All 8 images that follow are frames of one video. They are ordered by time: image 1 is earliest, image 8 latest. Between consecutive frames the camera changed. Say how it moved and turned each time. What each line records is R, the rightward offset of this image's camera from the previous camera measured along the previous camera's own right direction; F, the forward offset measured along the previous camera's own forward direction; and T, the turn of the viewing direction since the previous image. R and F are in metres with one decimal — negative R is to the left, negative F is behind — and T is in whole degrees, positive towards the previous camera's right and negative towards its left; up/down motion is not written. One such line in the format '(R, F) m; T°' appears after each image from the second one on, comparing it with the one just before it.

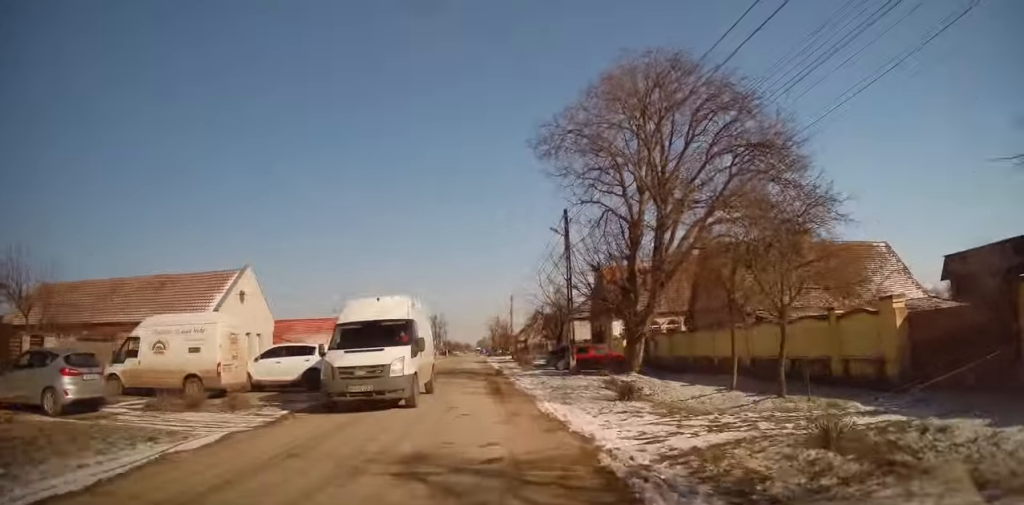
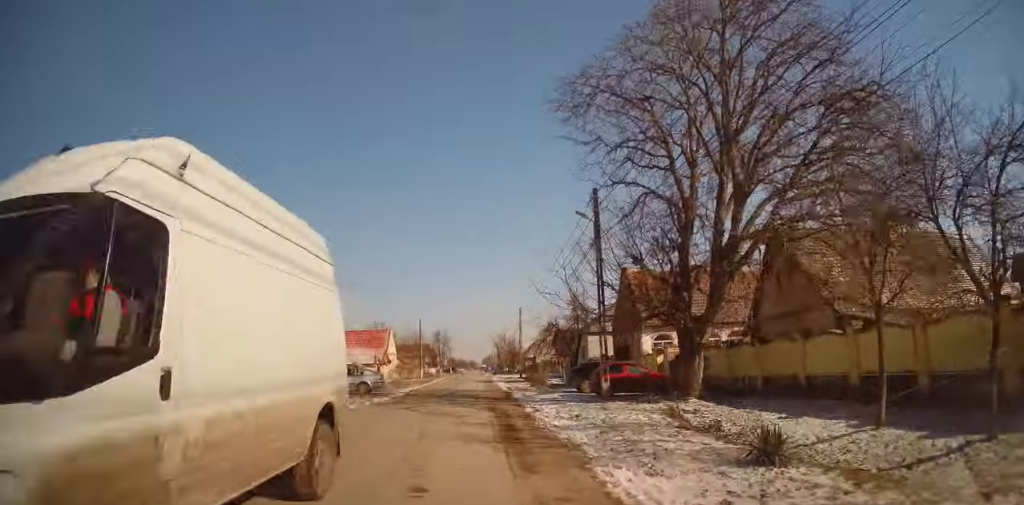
(0.0, +6.4) m; 0°
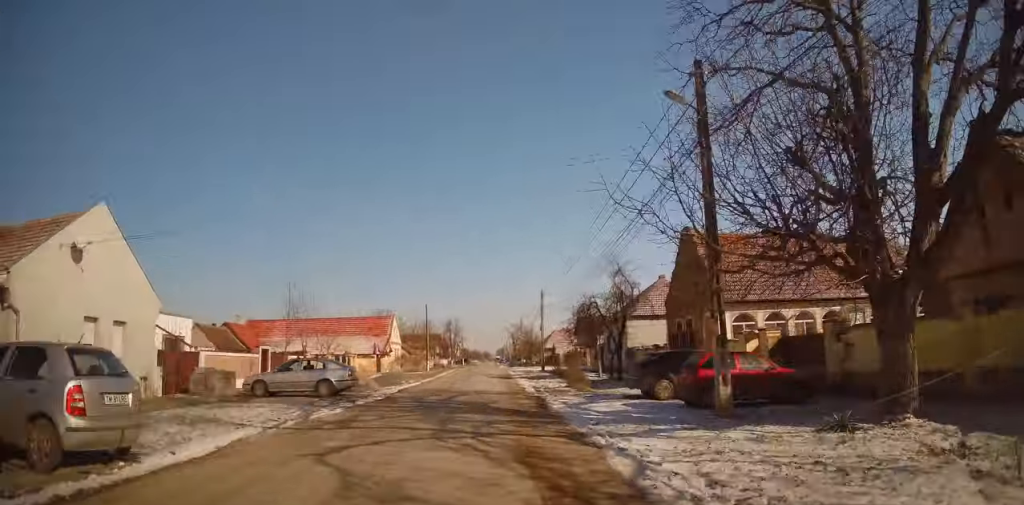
(0.0, +9.5) m; -1°
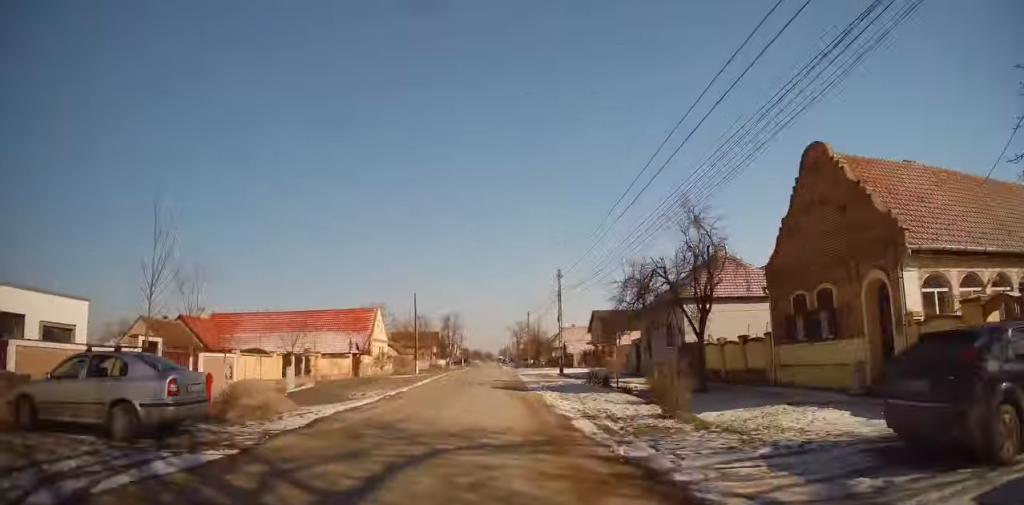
(-0.3, +11.7) m; 0°
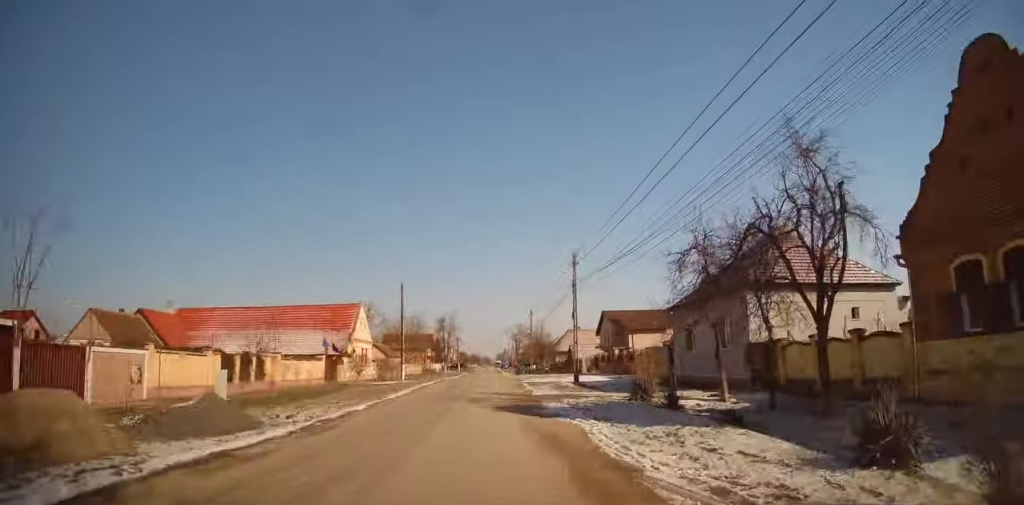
(+0.2, +7.5) m; +1°
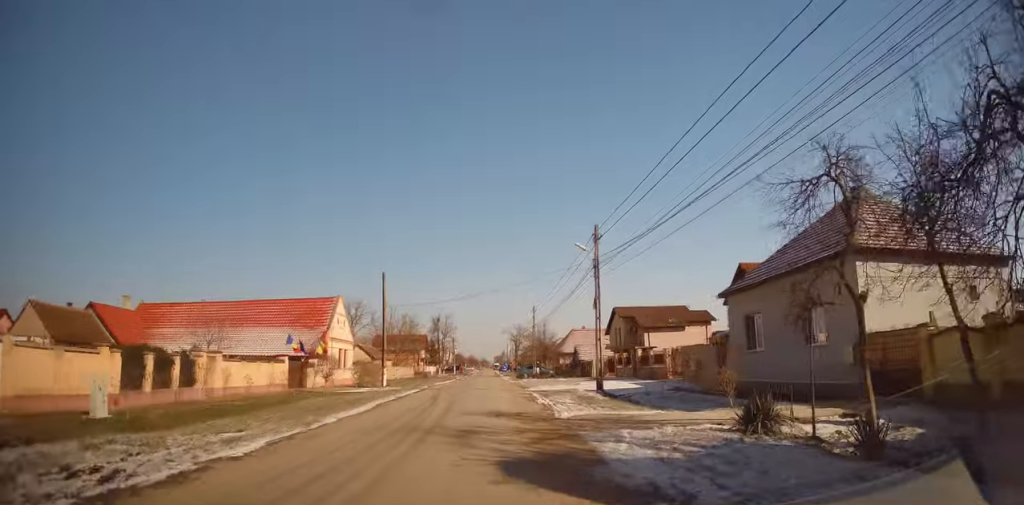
(+0.1, +7.2) m; +1°
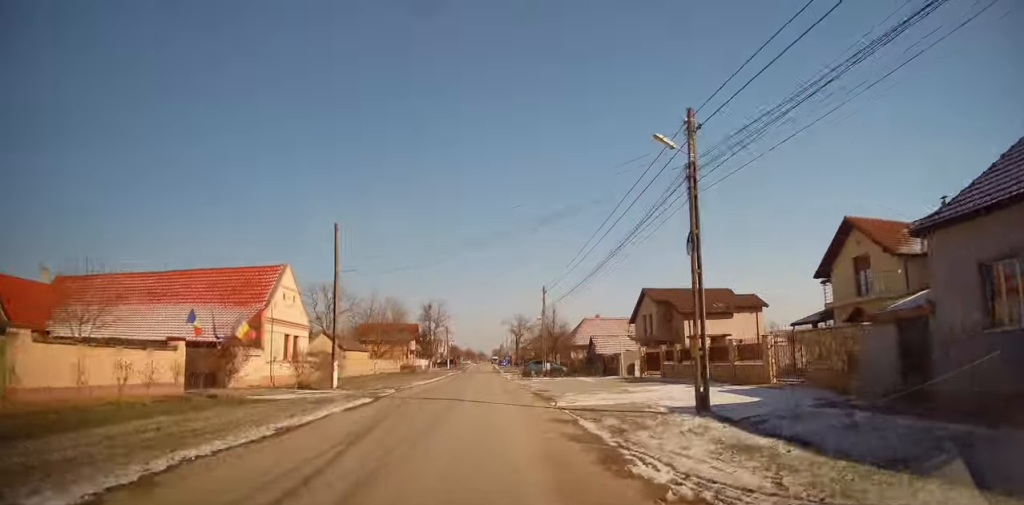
(+0.1, +12.0) m; 0°
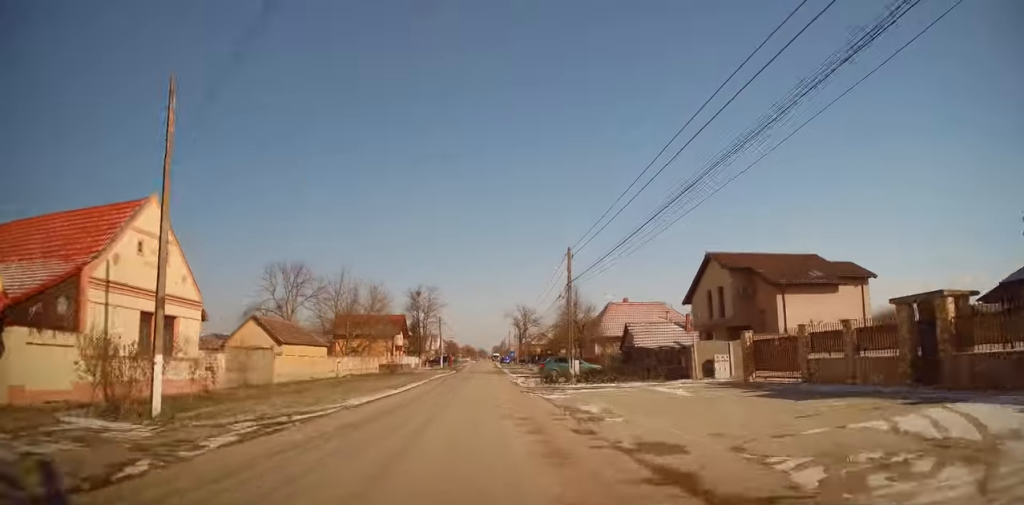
(-0.2, +15.0) m; -1°
